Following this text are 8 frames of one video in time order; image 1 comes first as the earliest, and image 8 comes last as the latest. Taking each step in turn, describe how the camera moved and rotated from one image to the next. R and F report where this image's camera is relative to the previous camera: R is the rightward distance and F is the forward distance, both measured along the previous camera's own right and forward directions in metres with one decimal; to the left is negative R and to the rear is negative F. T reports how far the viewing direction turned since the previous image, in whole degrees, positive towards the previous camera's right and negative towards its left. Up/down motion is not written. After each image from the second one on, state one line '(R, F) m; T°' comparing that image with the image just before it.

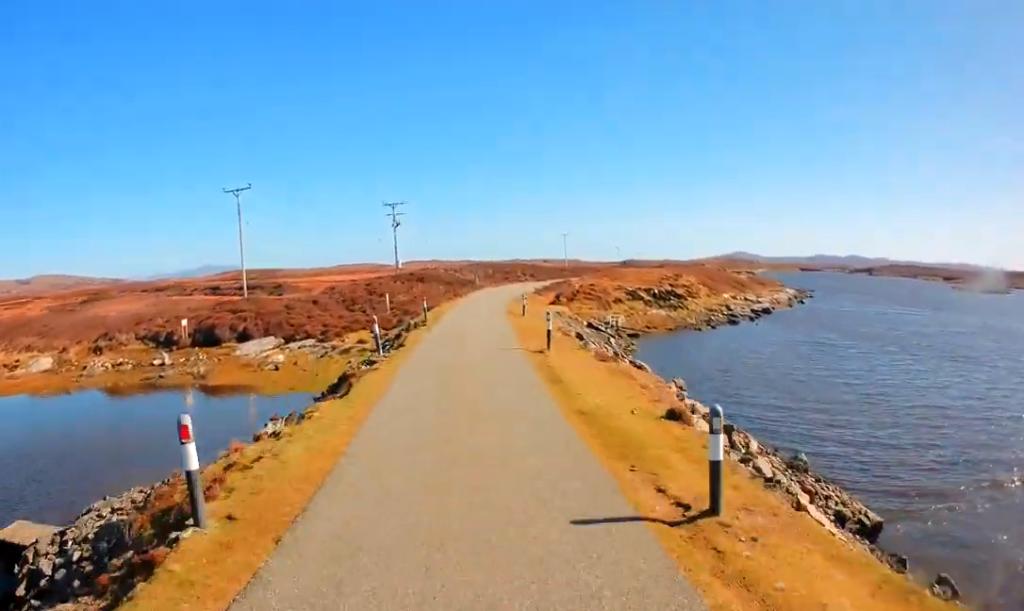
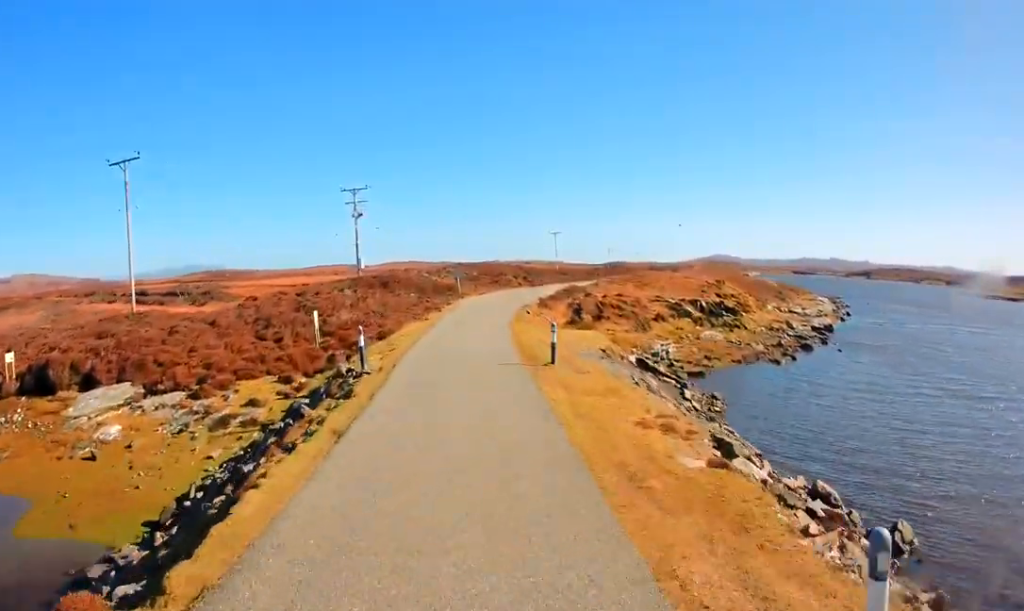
(-0.1, +14.2) m; +17°
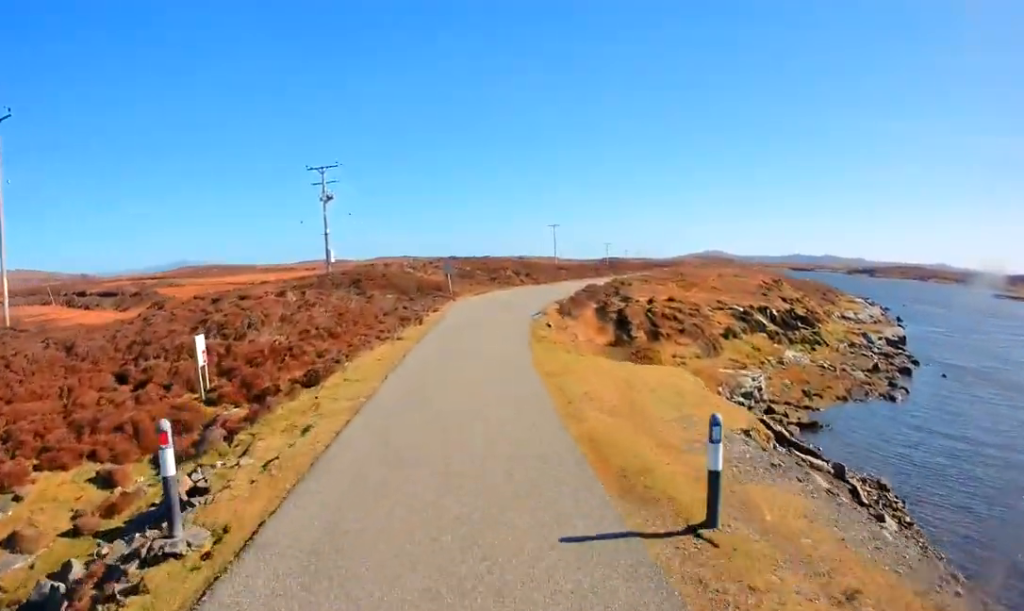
(+3.0, +9.1) m; +8°
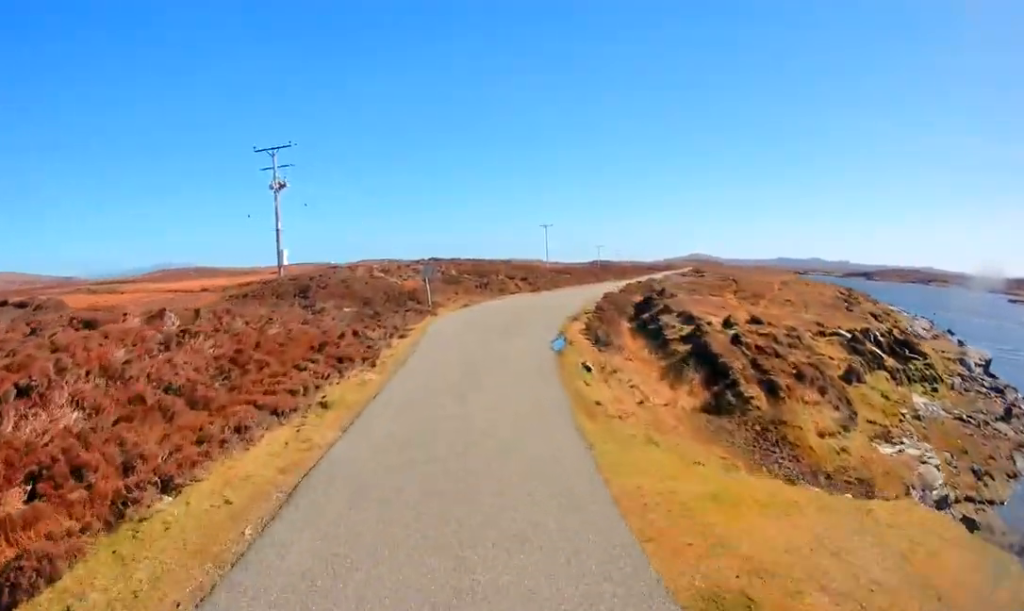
(-1.6, +9.0) m; -7°
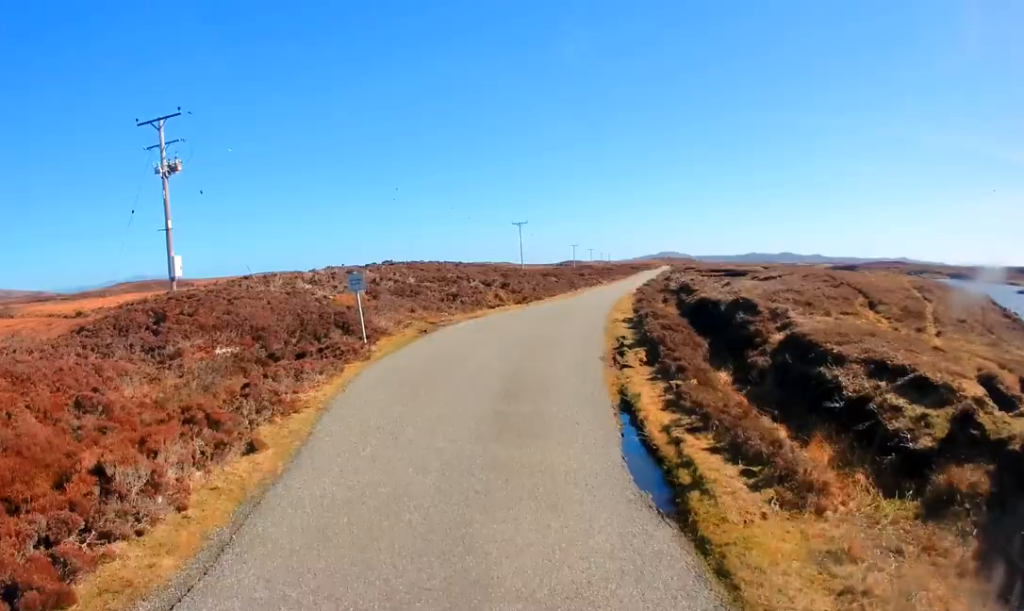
(+0.1, +10.7) m; +1°
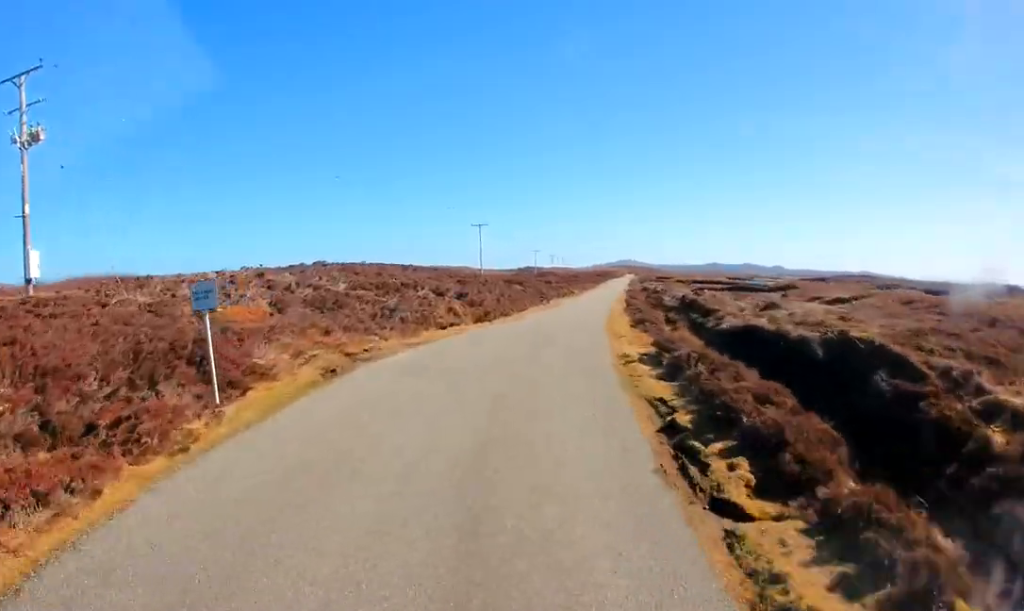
(+0.1, +7.4) m; +3°
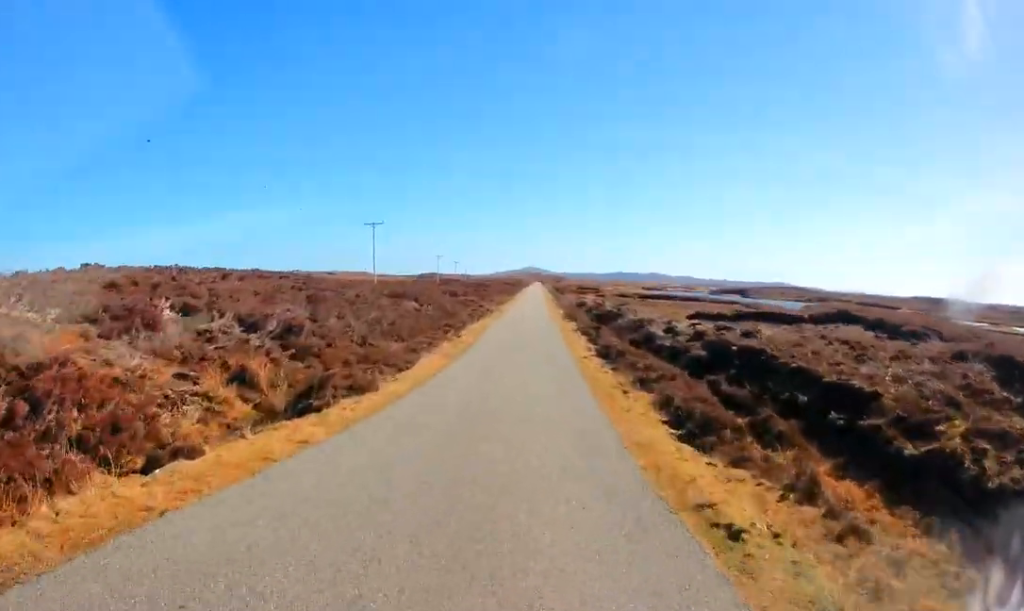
(+0.7, +14.3) m; +7°
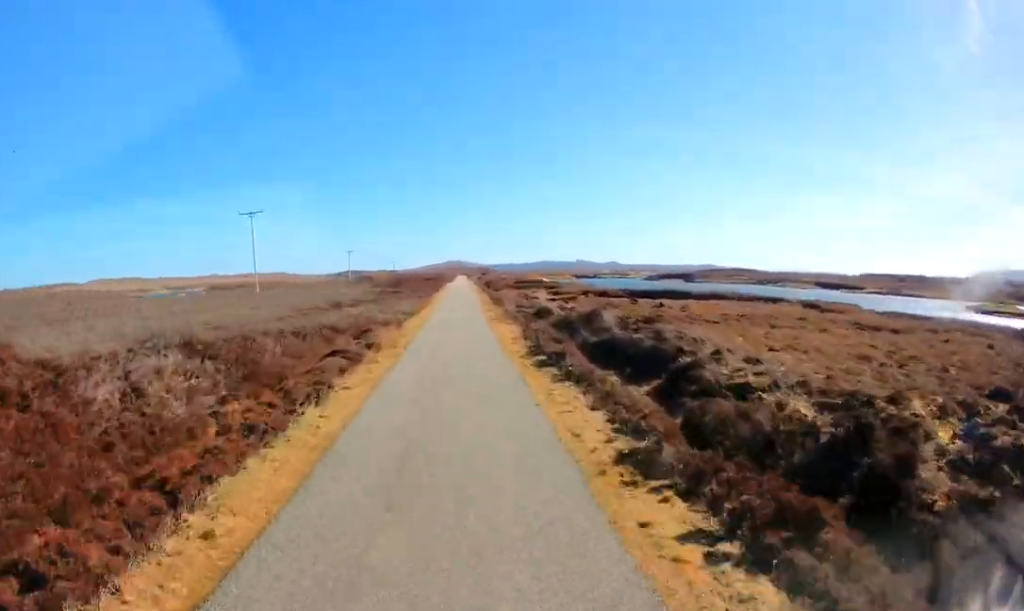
(+1.5, +18.3) m; +6°
